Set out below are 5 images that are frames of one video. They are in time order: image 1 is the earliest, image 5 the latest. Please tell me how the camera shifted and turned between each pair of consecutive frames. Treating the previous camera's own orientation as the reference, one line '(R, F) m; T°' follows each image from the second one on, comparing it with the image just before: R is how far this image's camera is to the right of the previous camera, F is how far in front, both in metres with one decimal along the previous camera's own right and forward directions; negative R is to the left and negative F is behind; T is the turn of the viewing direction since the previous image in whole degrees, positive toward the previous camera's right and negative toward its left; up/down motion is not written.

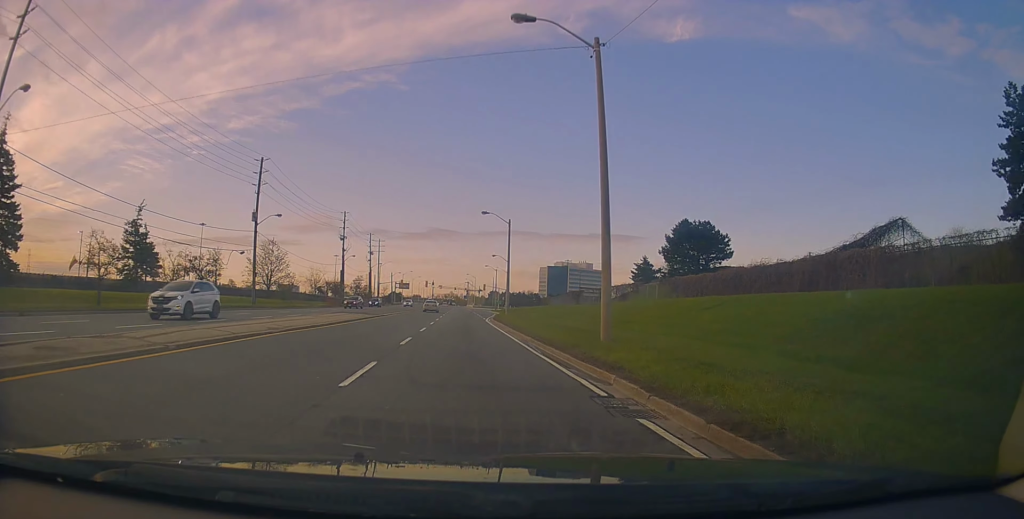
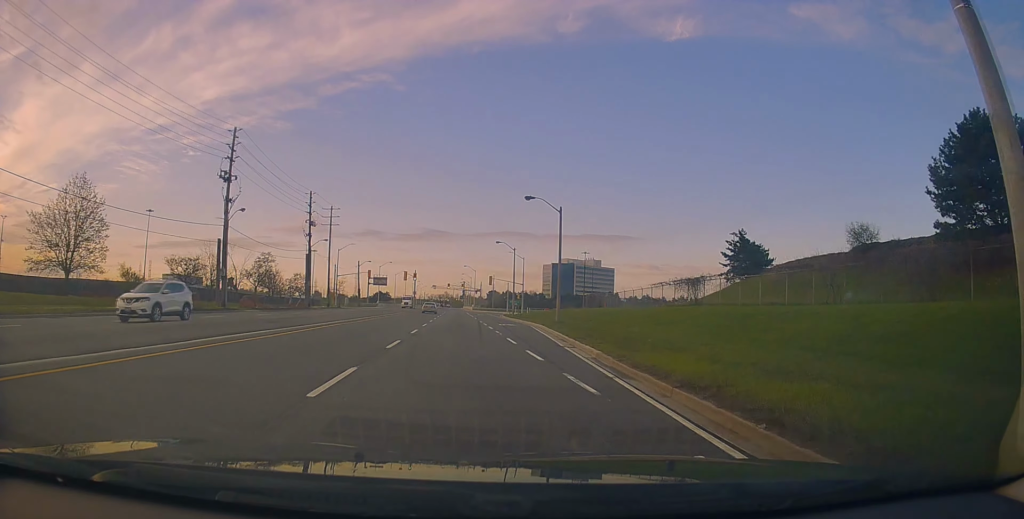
(0.0, +48.8) m; -2°
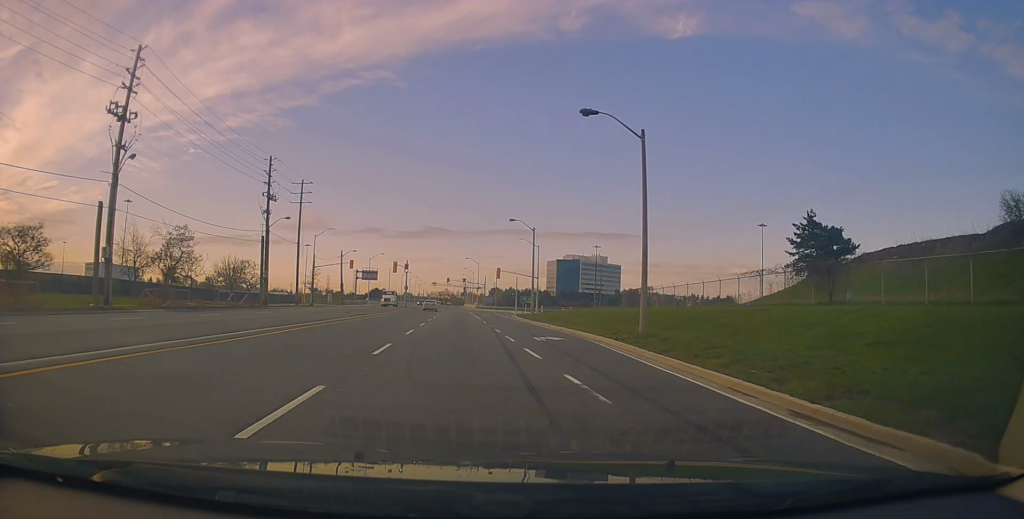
(-0.6, +18.4) m; 0°
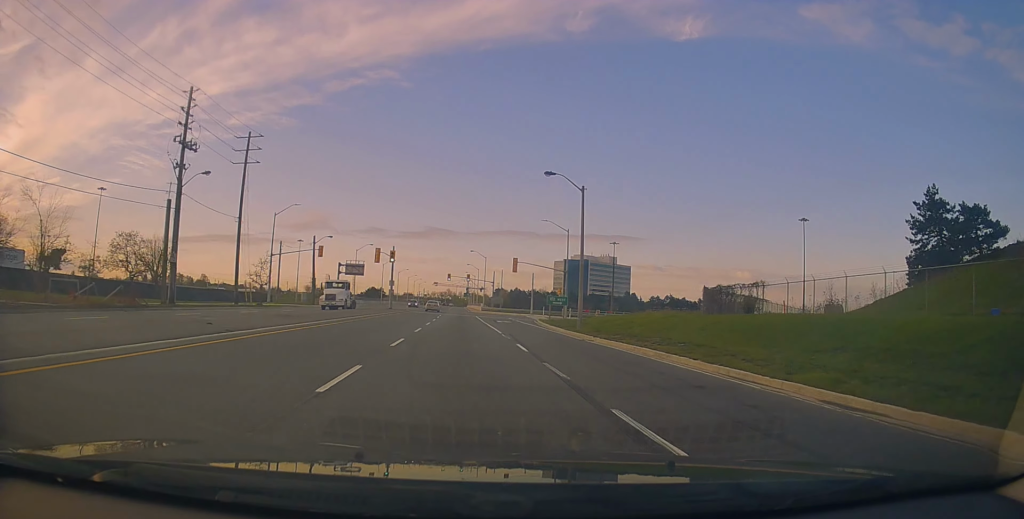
(+1.0, +21.6) m; +2°
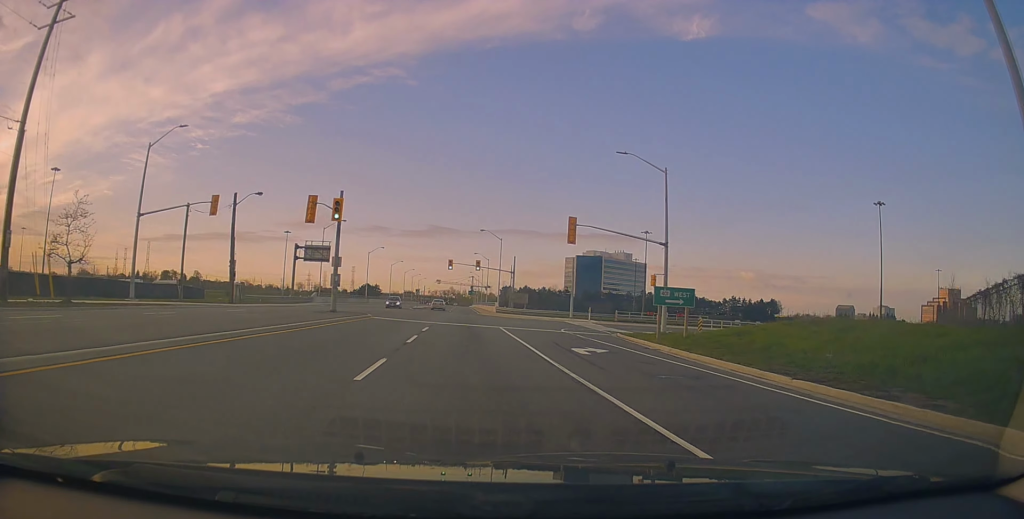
(-0.9, +30.7) m; -2°
